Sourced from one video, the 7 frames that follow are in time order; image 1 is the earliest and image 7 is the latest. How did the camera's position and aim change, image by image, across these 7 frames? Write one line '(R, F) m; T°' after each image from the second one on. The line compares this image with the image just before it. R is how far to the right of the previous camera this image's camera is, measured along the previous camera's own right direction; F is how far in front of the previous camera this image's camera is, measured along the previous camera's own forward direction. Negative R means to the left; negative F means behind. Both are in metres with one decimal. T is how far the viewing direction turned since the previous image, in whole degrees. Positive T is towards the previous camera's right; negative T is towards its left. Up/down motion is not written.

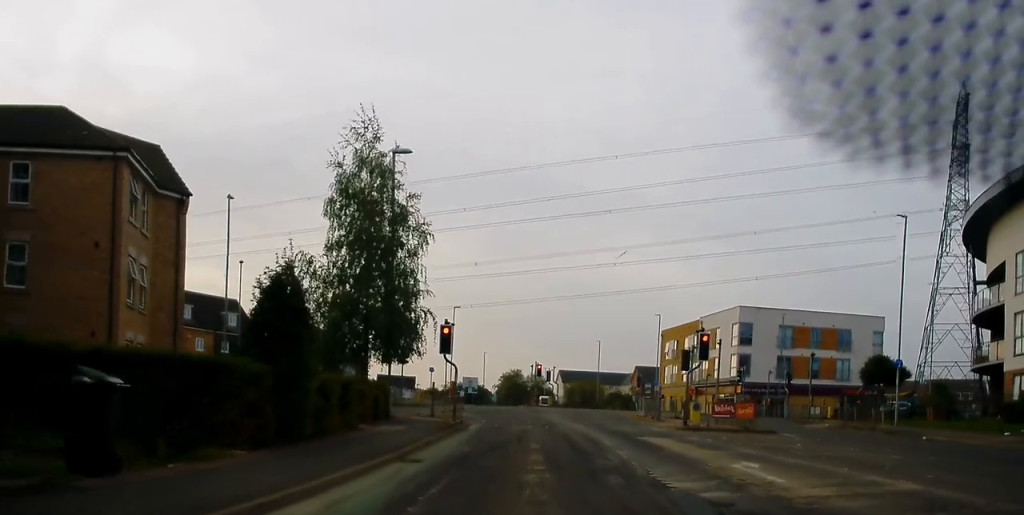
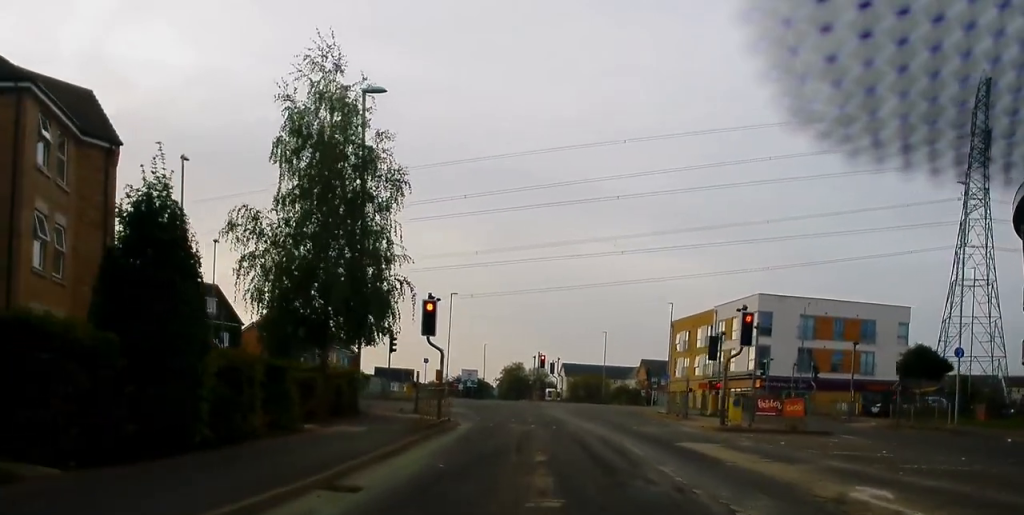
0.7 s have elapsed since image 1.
(+0.1, +5.8) m; +1°
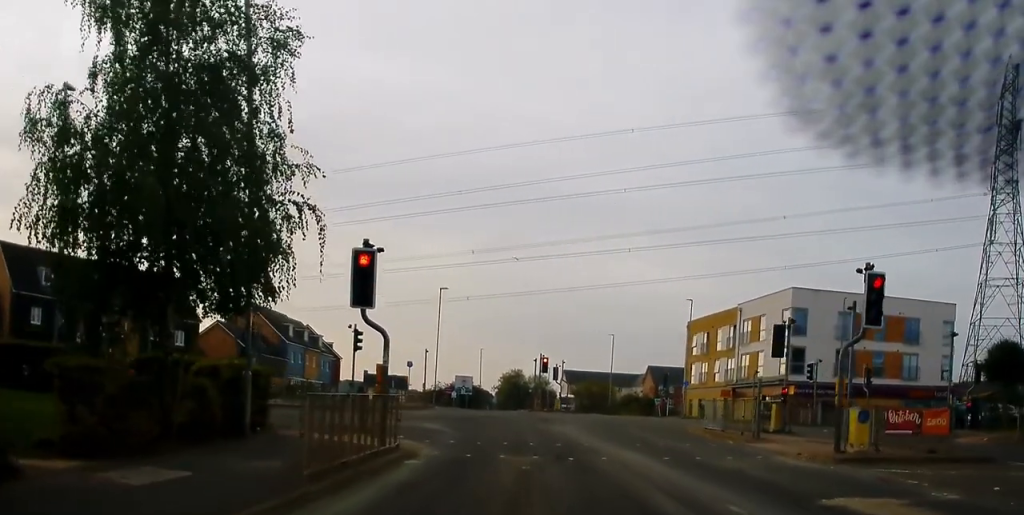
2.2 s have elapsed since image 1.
(+0.2, +10.2) m; +1°
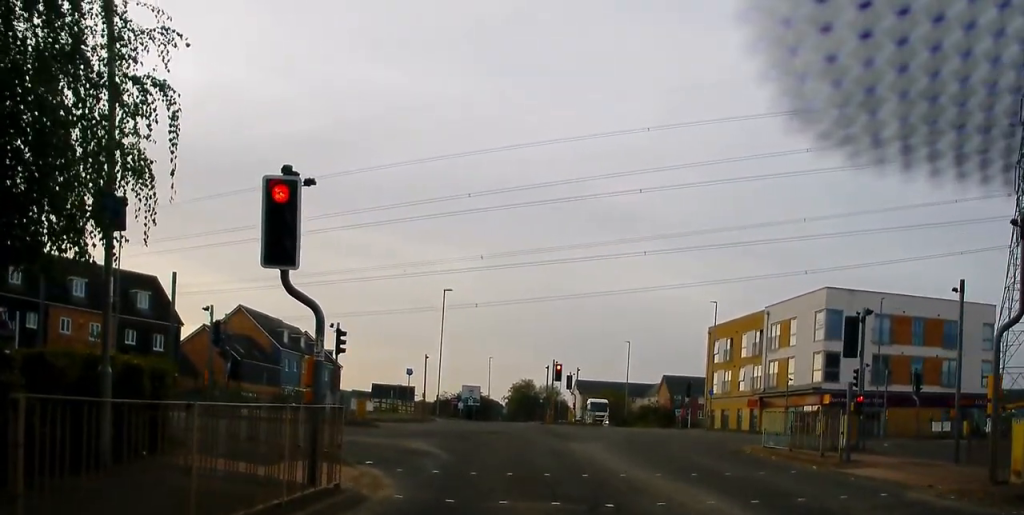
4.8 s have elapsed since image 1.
(-0.3, +6.5) m; -4°
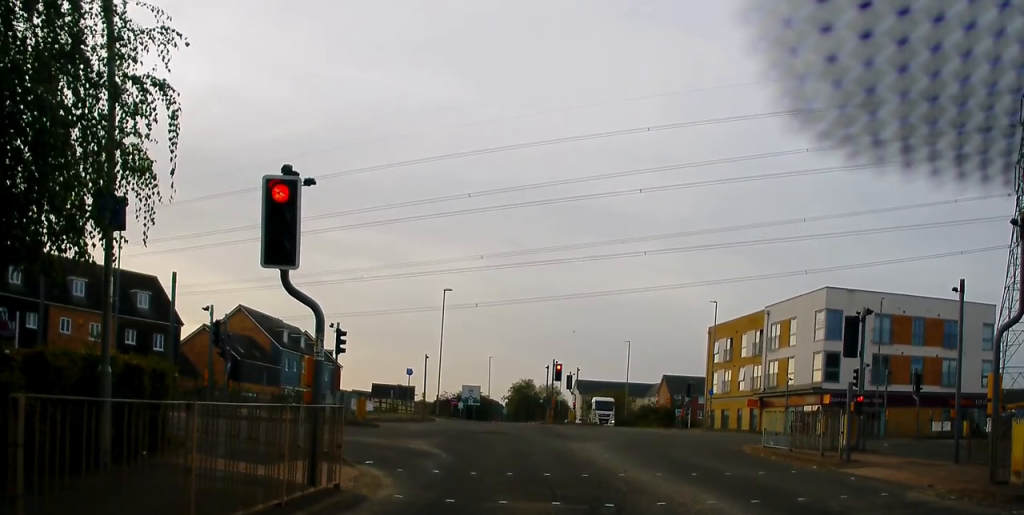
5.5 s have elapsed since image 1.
(0.0, 0.0) m; 0°
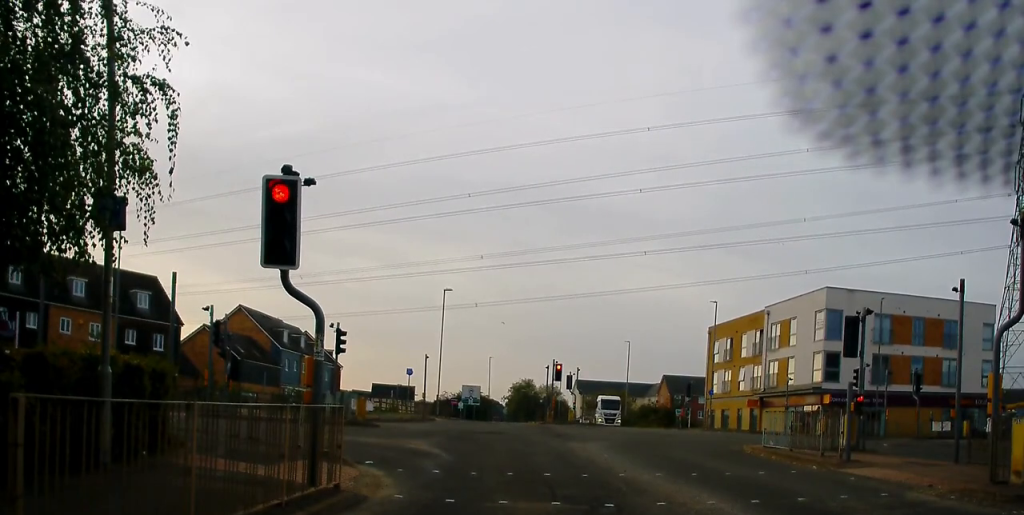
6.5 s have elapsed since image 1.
(0.0, 0.0) m; 0°
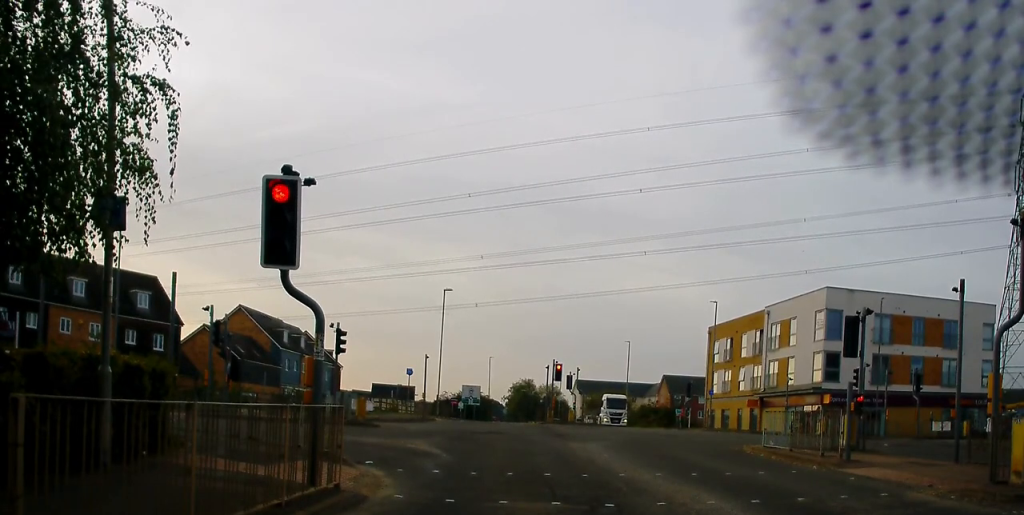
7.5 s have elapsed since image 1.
(0.0, 0.0) m; 0°
